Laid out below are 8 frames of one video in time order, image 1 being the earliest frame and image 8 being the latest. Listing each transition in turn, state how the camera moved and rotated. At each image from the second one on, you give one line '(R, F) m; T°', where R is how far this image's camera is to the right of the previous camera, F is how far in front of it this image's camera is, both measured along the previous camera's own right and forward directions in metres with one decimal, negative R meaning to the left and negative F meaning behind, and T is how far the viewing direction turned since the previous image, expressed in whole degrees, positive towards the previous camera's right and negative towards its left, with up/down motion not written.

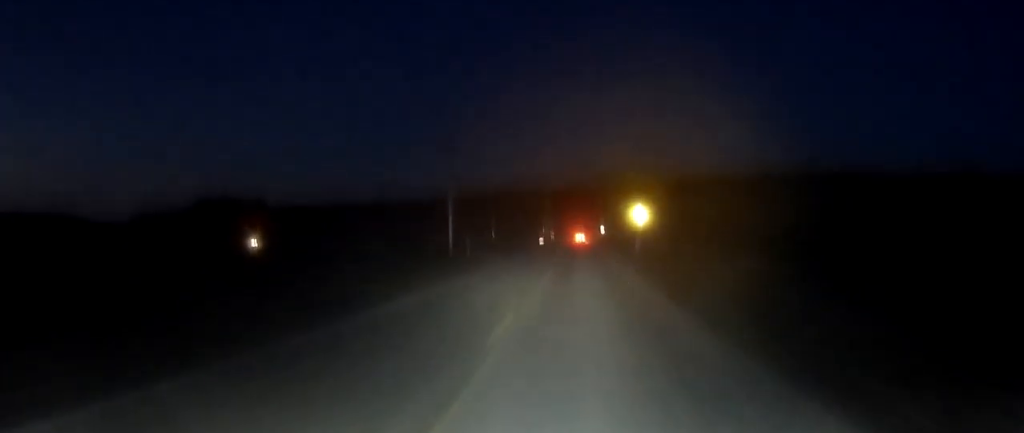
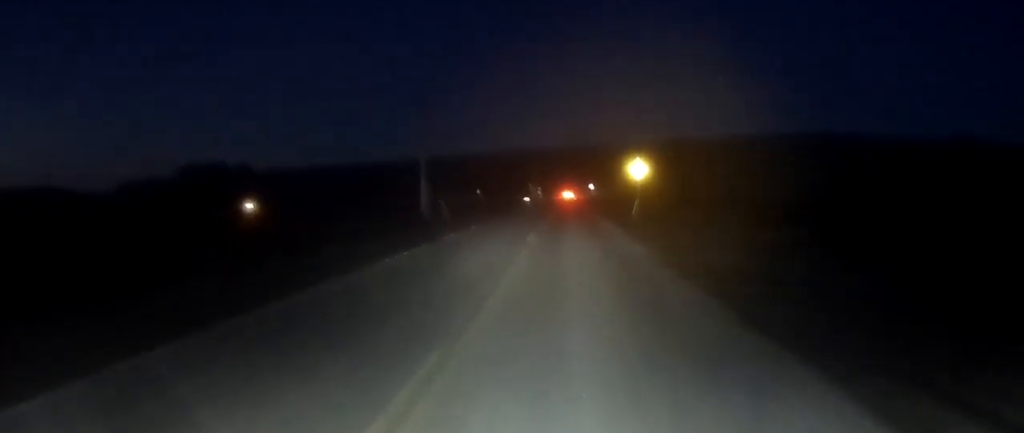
(+0.1, +7.2) m; 0°
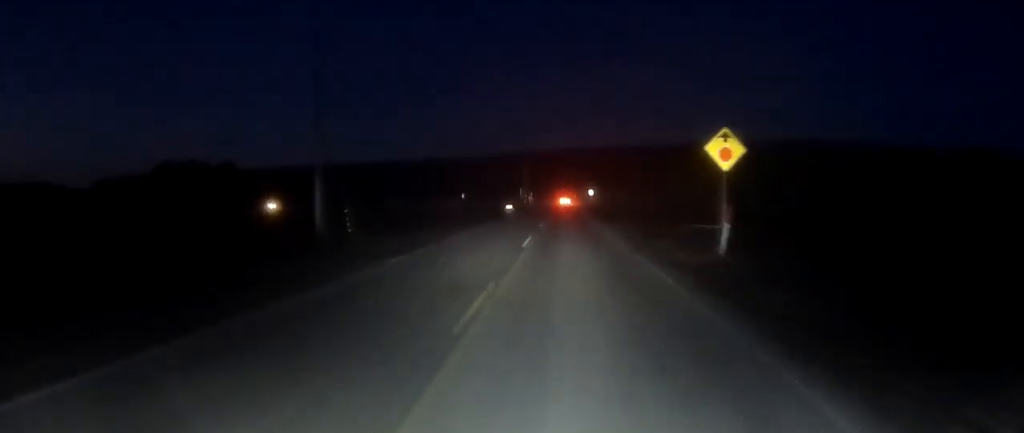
(0.0, +24.5) m; 0°
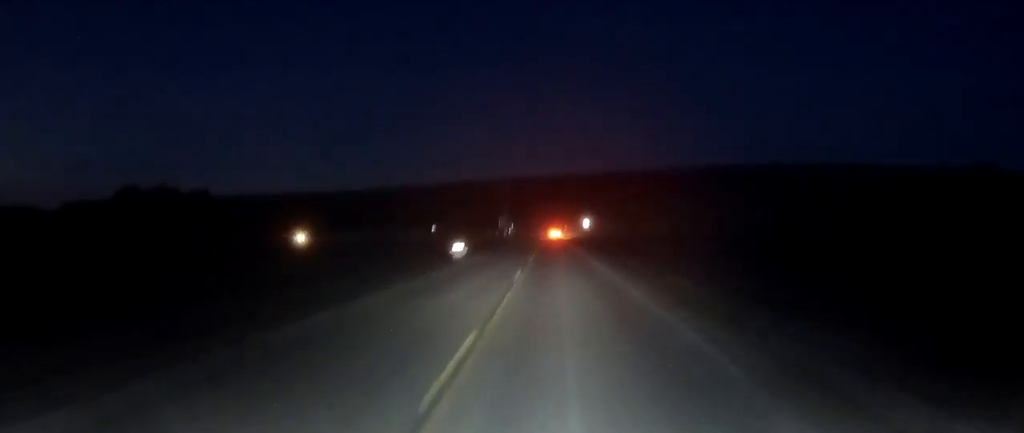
(+0.5, +29.1) m; +2°
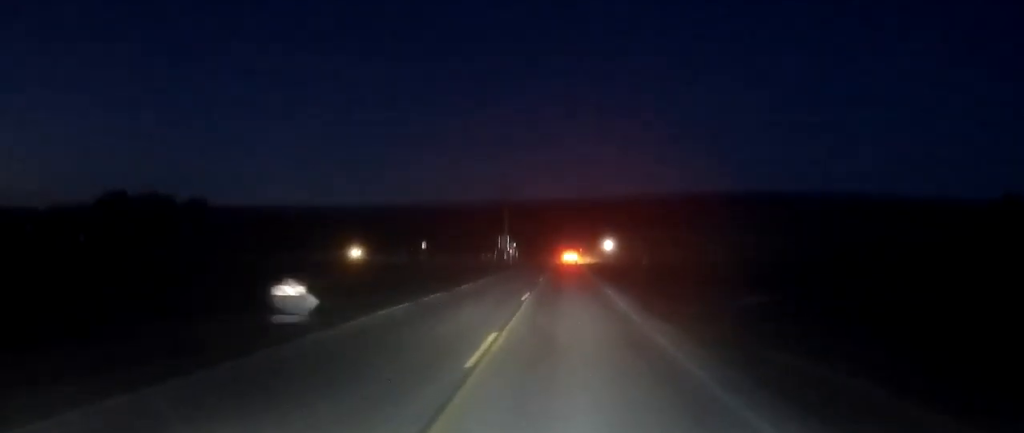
(-0.3, +26.0) m; -1°
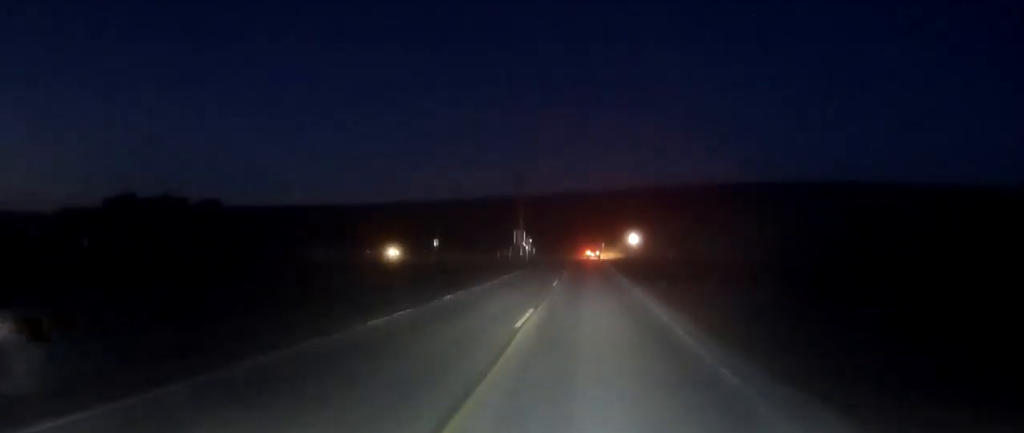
(0.0, +8.6) m; 0°
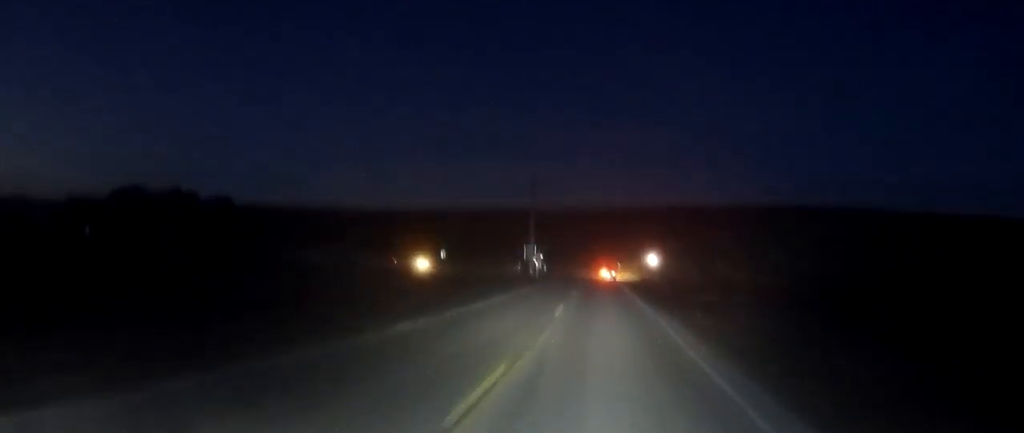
(-0.1, +6.9) m; 0°
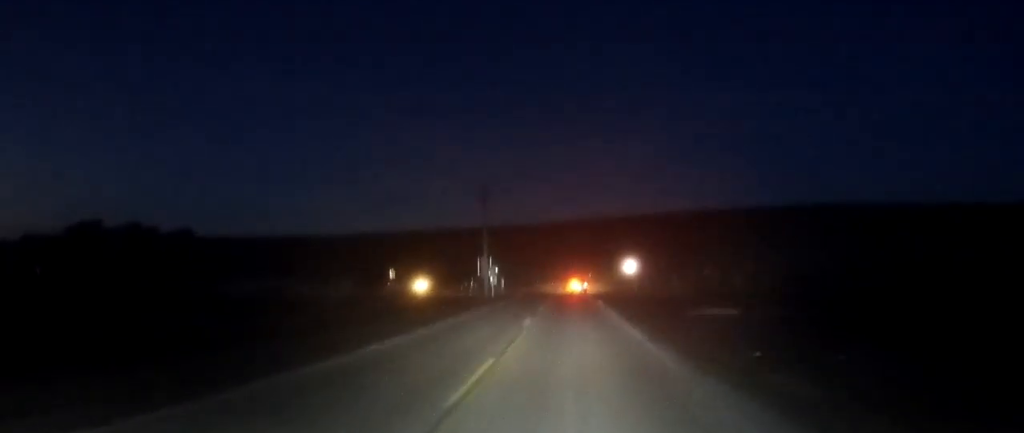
(-0.1, +13.6) m; -1°
